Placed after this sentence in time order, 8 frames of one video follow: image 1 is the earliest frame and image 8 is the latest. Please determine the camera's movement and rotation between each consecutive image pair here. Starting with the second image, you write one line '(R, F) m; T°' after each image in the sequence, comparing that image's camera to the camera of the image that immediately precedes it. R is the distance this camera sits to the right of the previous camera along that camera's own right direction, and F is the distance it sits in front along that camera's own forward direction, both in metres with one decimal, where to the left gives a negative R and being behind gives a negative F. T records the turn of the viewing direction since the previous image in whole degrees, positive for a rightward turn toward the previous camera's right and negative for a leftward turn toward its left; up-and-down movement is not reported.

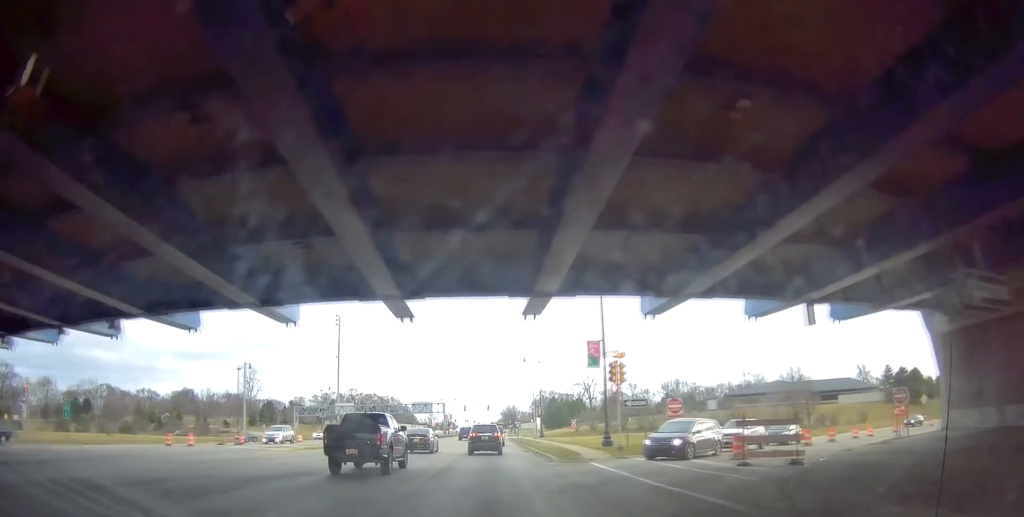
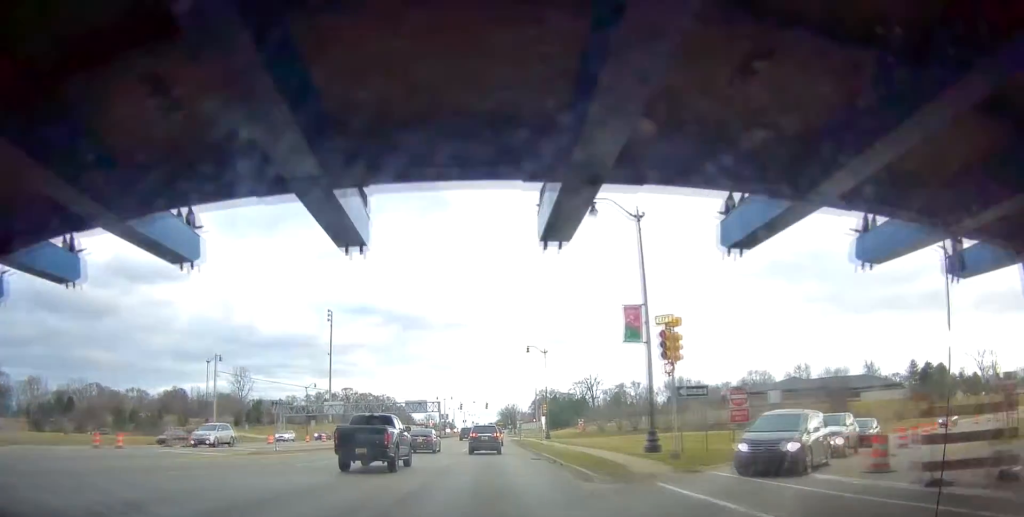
(+0.3, +9.4) m; +1°
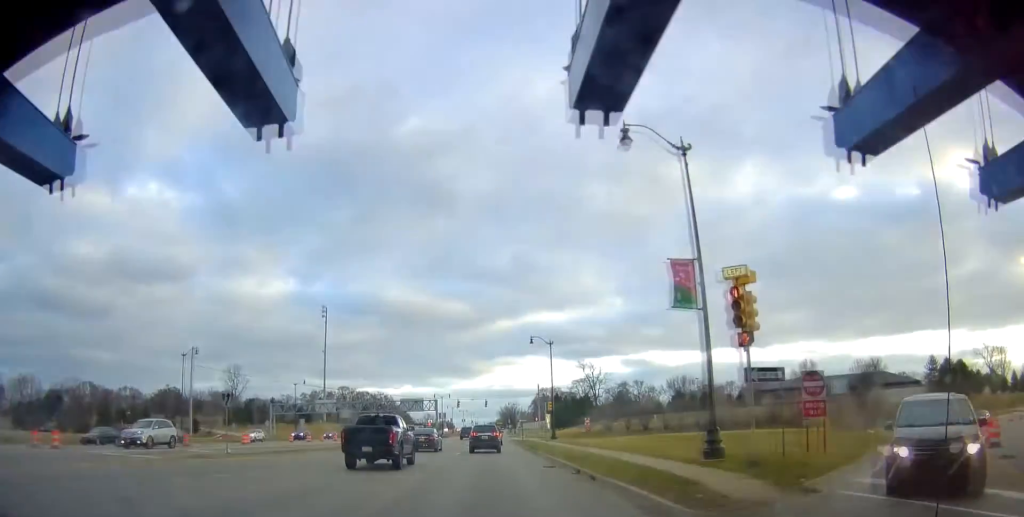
(0.0, +6.7) m; -2°
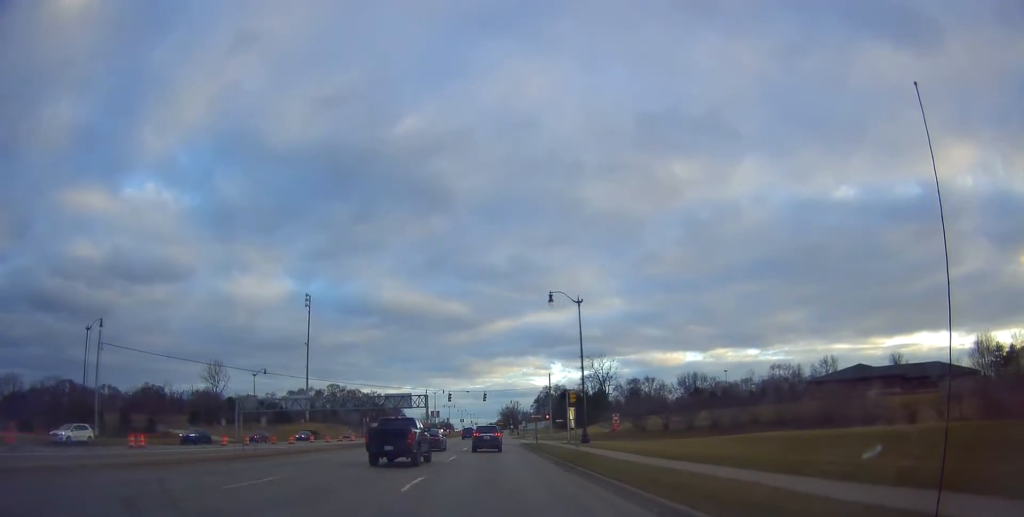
(-1.1, +21.0) m; -2°
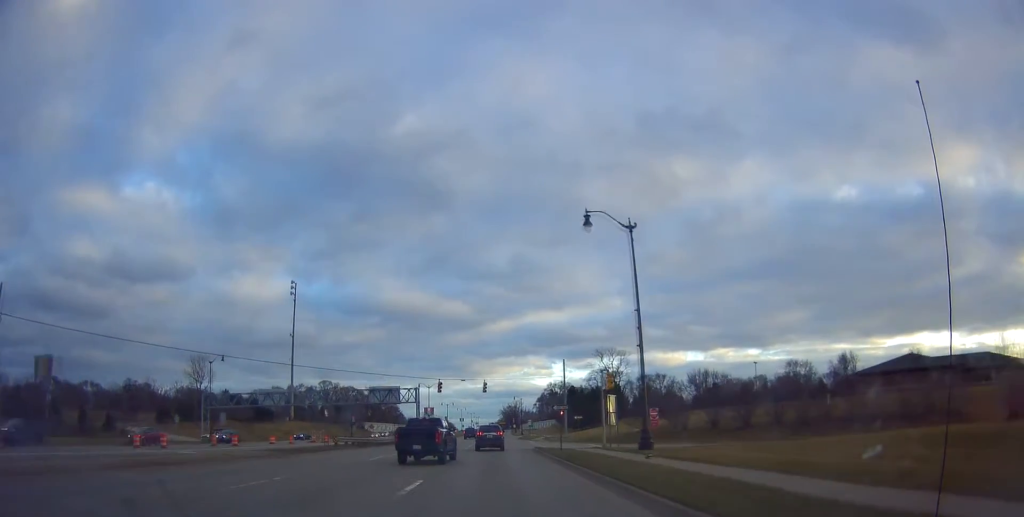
(+0.9, +16.8) m; +4°
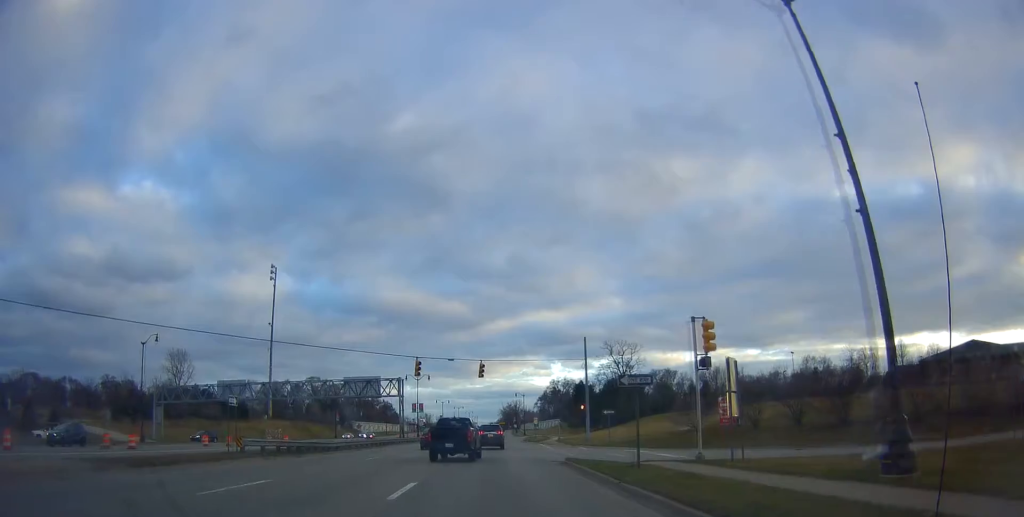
(+0.1, +17.5) m; 0°
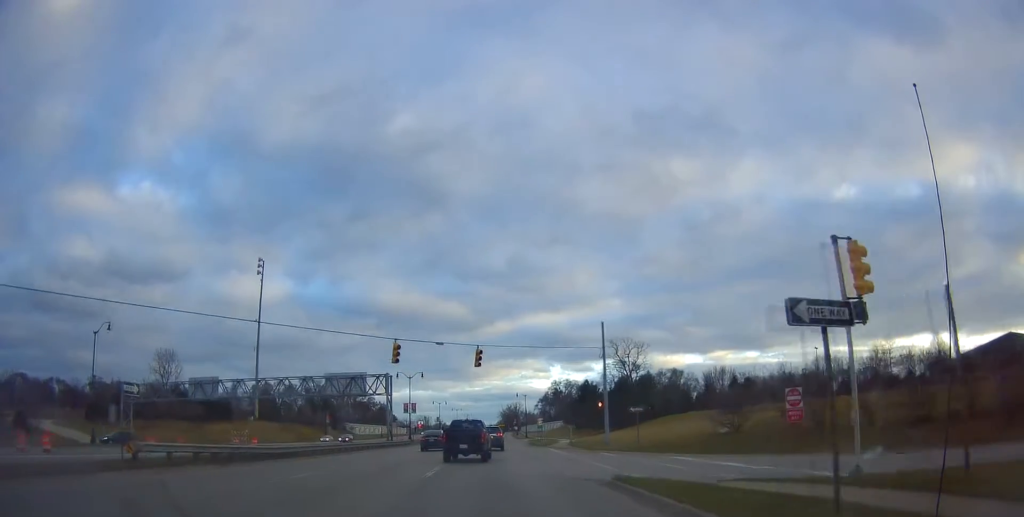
(0.0, +9.5) m; 0°
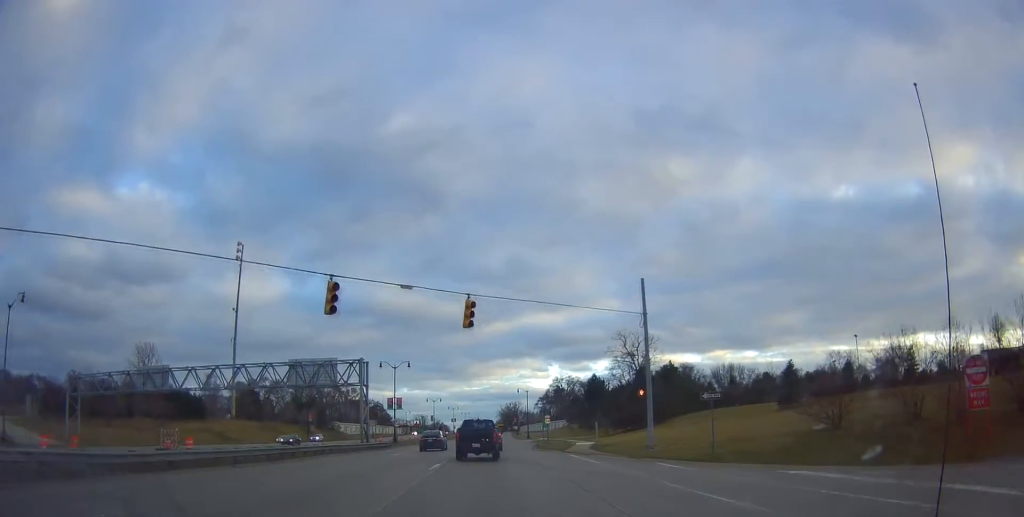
(0.0, +13.4) m; 0°
